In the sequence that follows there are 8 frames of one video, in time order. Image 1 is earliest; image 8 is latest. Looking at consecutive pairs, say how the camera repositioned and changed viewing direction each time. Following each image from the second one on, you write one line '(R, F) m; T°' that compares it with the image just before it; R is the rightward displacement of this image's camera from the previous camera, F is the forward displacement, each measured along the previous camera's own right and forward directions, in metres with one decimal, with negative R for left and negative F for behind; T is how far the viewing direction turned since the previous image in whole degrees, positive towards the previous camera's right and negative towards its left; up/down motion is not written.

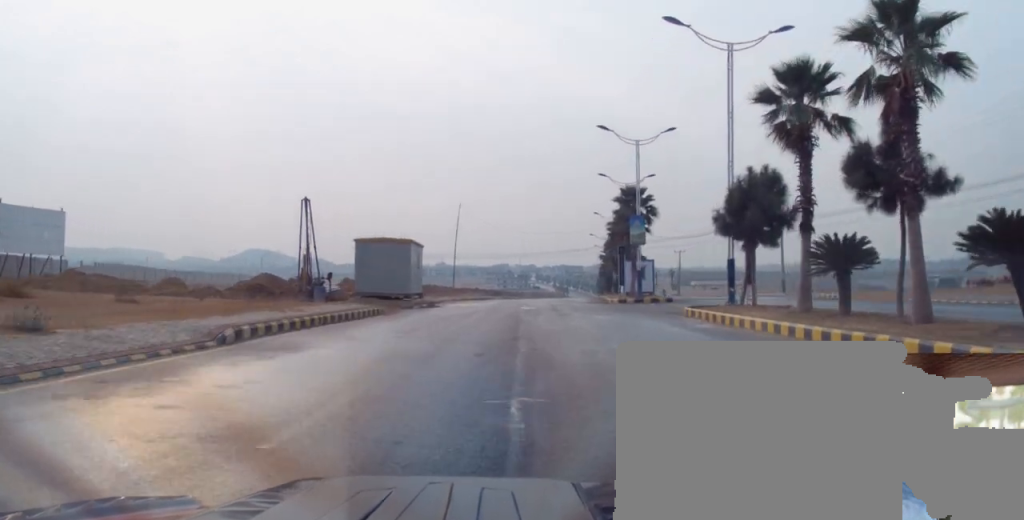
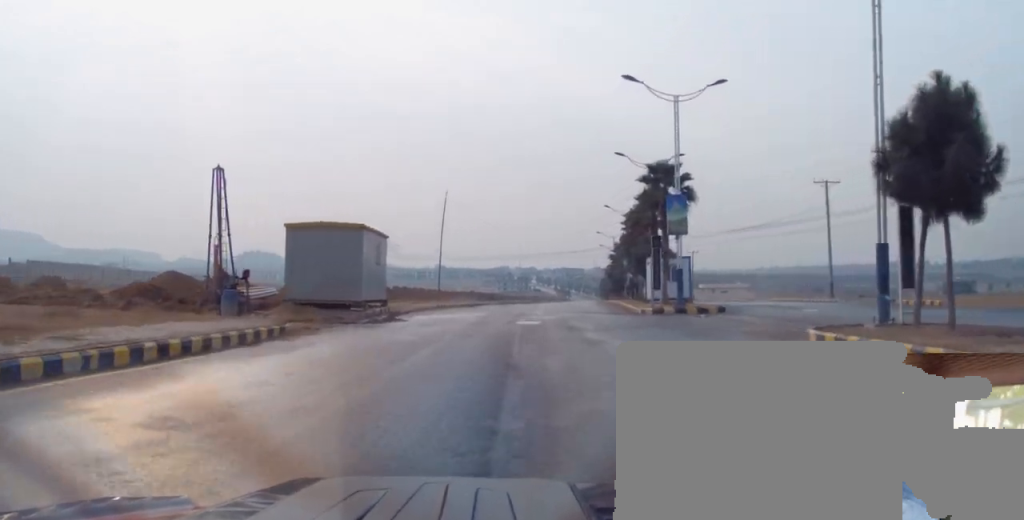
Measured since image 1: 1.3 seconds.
(+0.2, +11.5) m; +3°
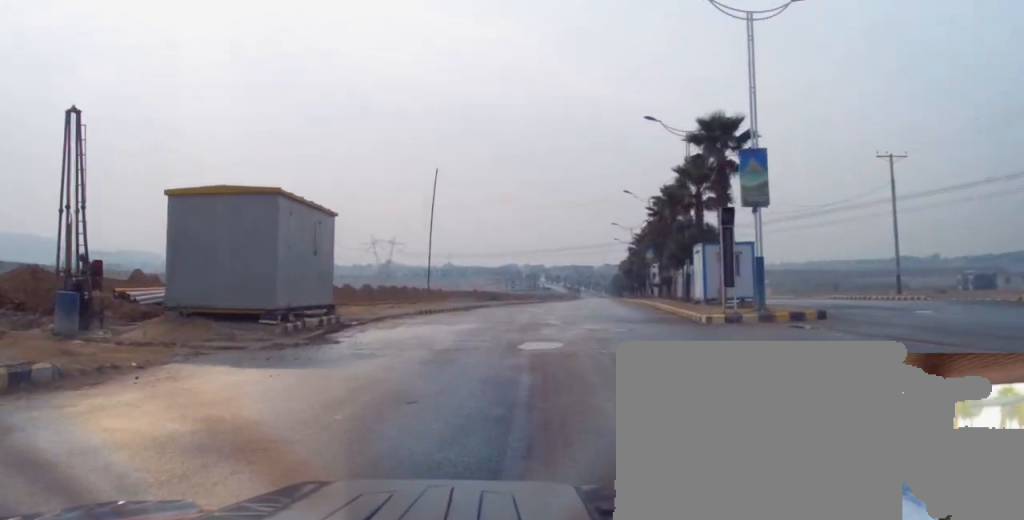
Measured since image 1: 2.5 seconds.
(+0.2, +10.6) m; 0°
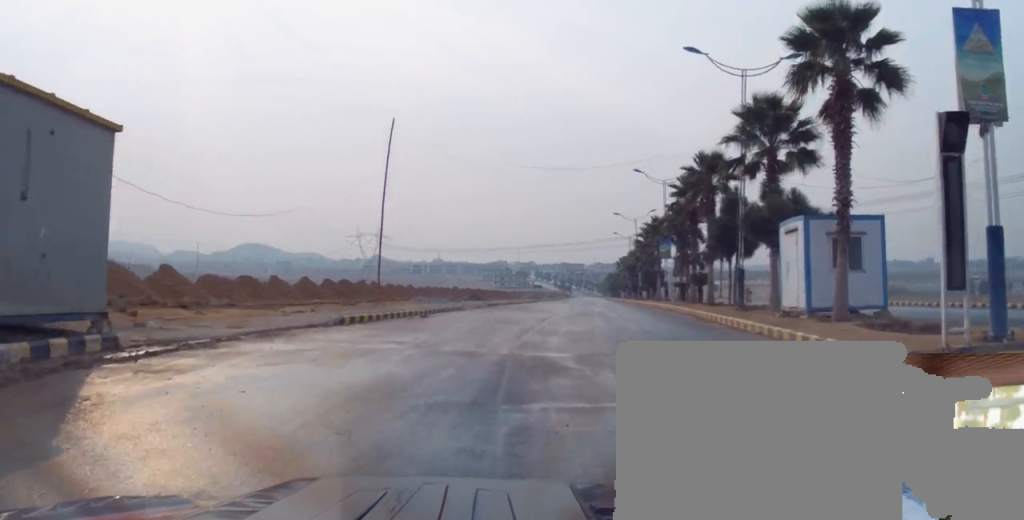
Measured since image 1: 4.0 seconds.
(-0.6, +12.8) m; -1°
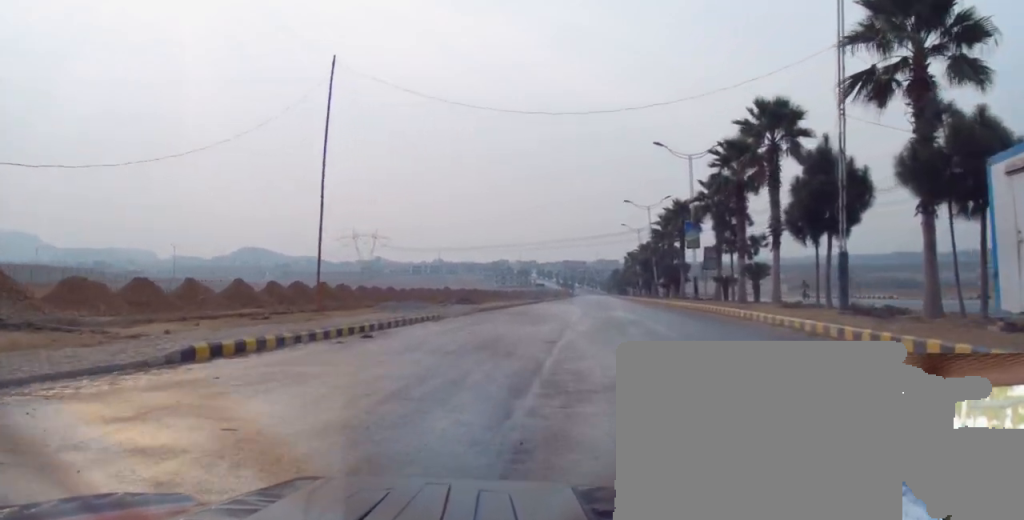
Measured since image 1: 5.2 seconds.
(+0.7, +10.2) m; +2°
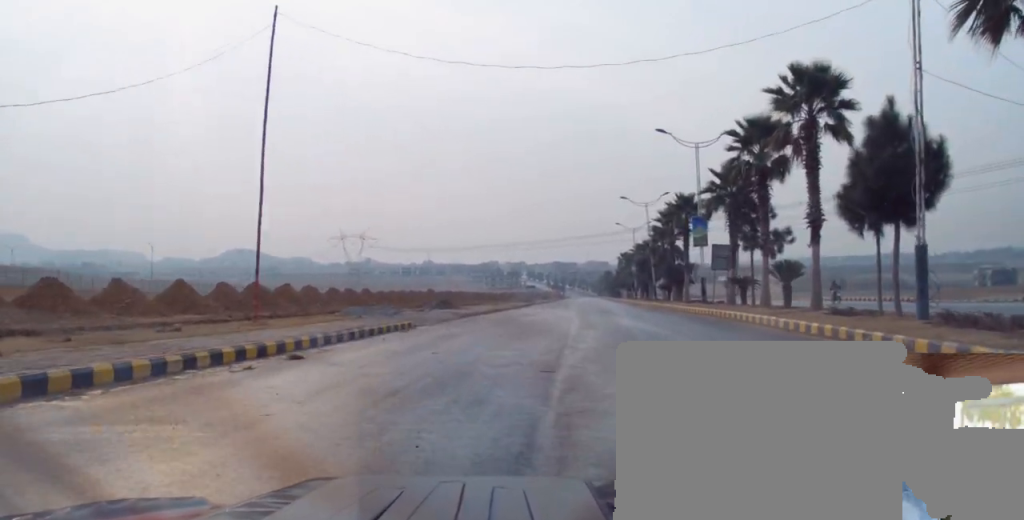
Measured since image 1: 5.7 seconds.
(-0.2, +4.9) m; 0°
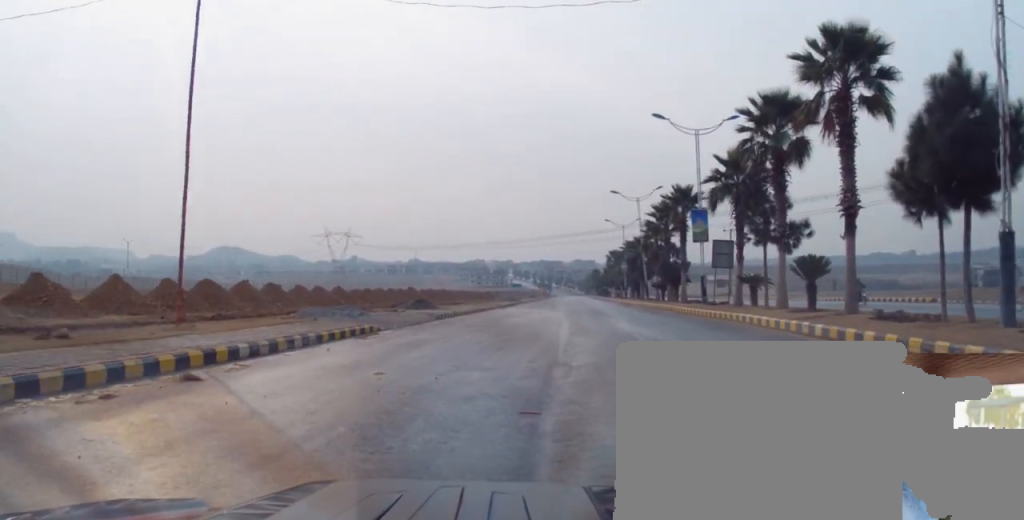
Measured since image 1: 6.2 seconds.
(-0.3, +3.8) m; 0°
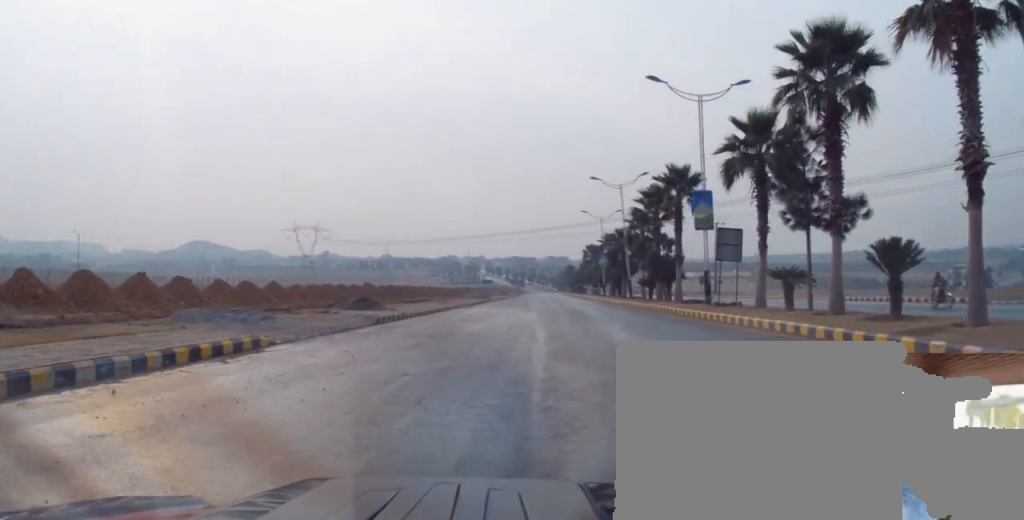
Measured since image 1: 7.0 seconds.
(+0.4, +7.2) m; +4°
